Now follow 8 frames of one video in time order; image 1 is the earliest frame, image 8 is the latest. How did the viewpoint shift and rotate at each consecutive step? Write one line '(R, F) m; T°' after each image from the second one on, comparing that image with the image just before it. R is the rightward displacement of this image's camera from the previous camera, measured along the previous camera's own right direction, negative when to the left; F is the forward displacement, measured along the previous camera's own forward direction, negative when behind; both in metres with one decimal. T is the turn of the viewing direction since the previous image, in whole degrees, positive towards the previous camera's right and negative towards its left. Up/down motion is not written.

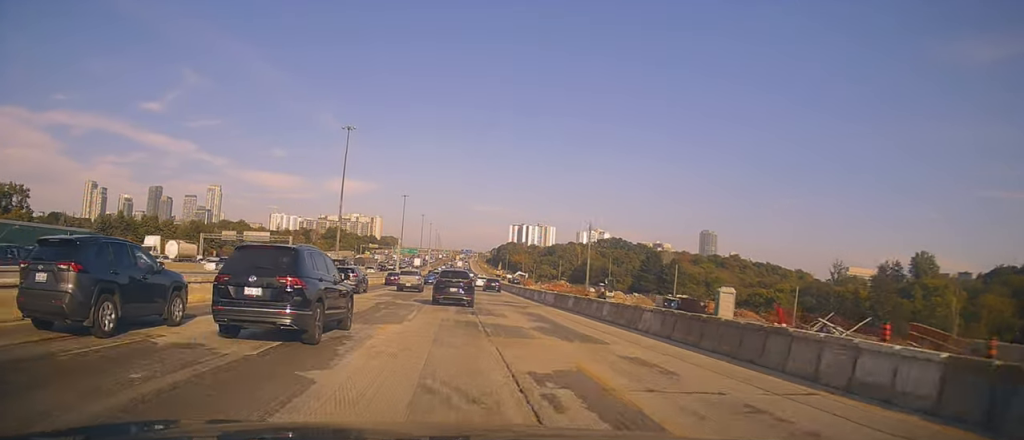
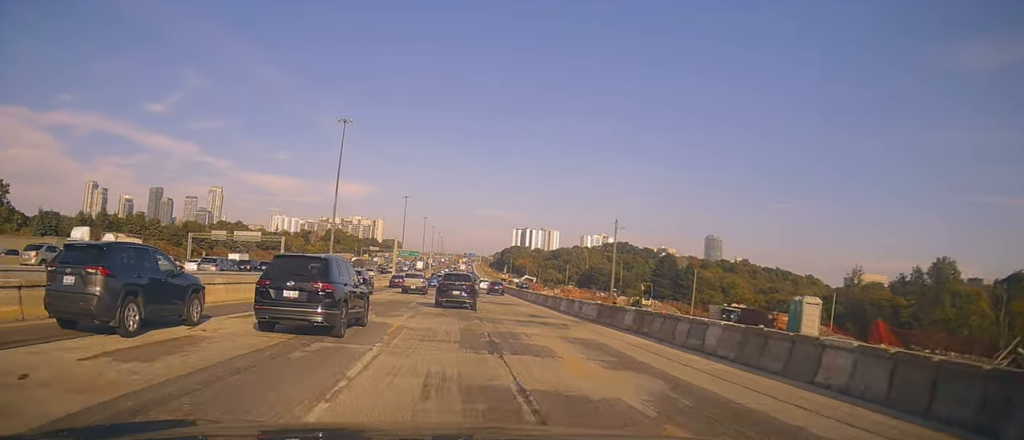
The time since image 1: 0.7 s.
(0.0, +9.7) m; 0°
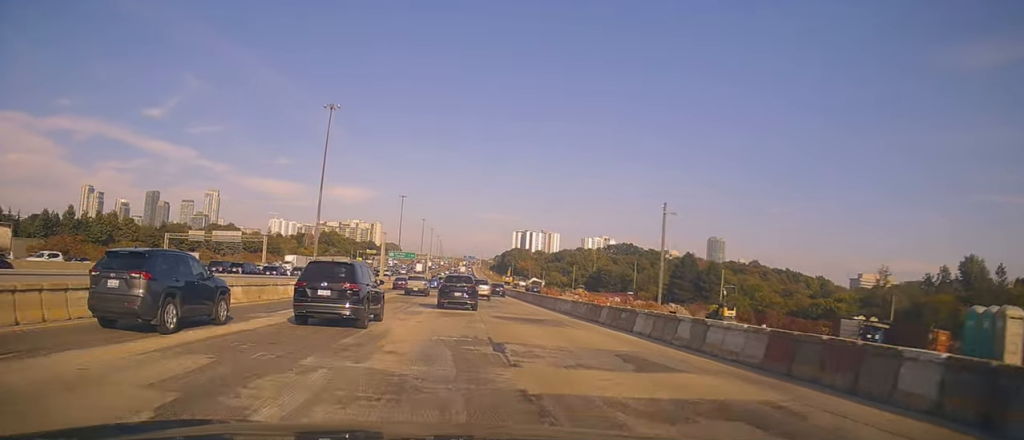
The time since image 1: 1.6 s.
(0.0, +13.9) m; 0°
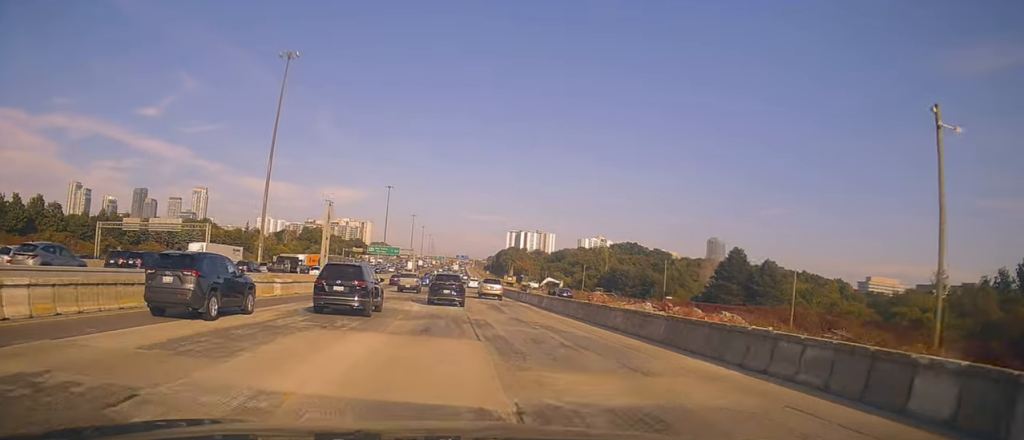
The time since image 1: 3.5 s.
(+0.1, +28.8) m; +1°
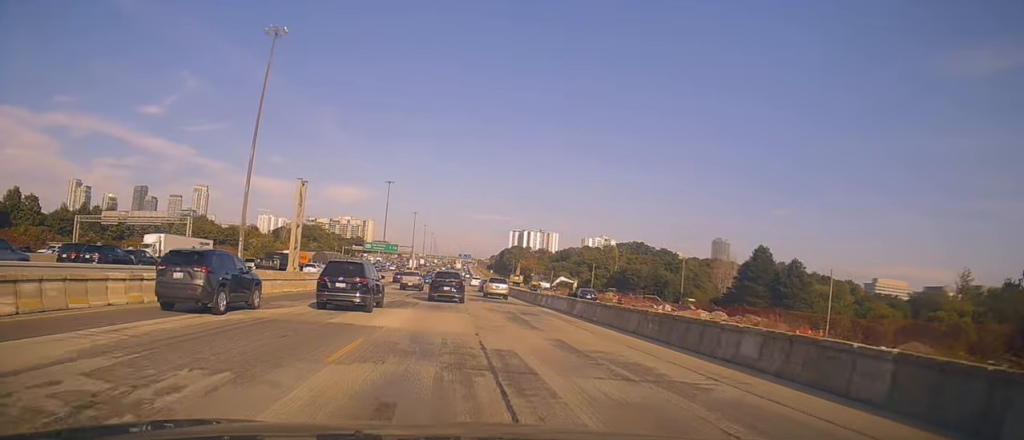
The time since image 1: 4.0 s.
(-0.1, +9.0) m; +1°
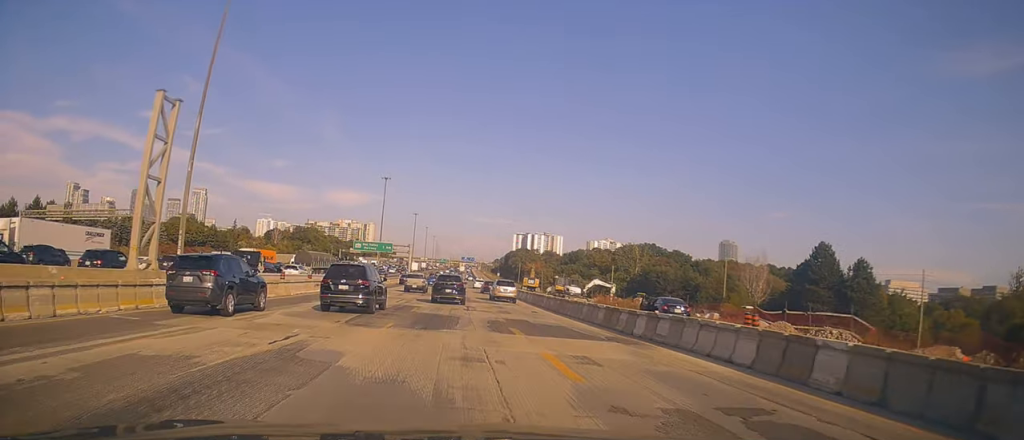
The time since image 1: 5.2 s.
(+0.5, +18.9) m; 0°
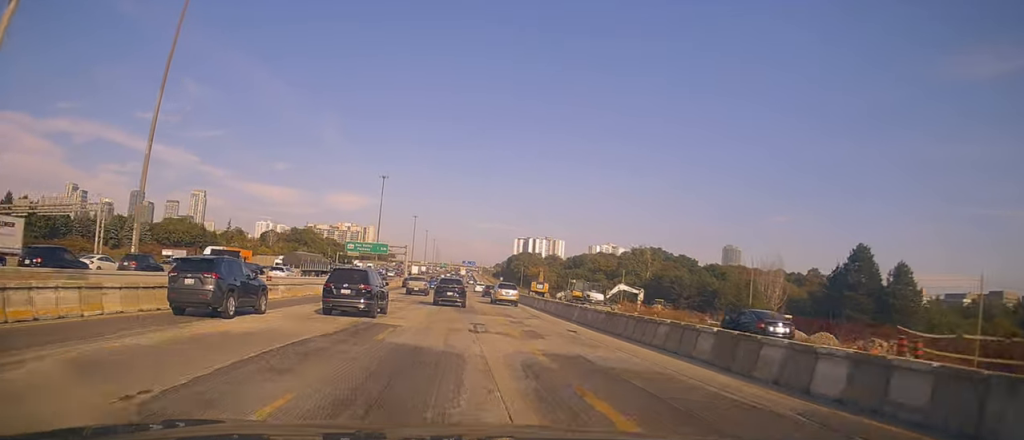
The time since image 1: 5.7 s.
(-0.3, +9.7) m; -1°
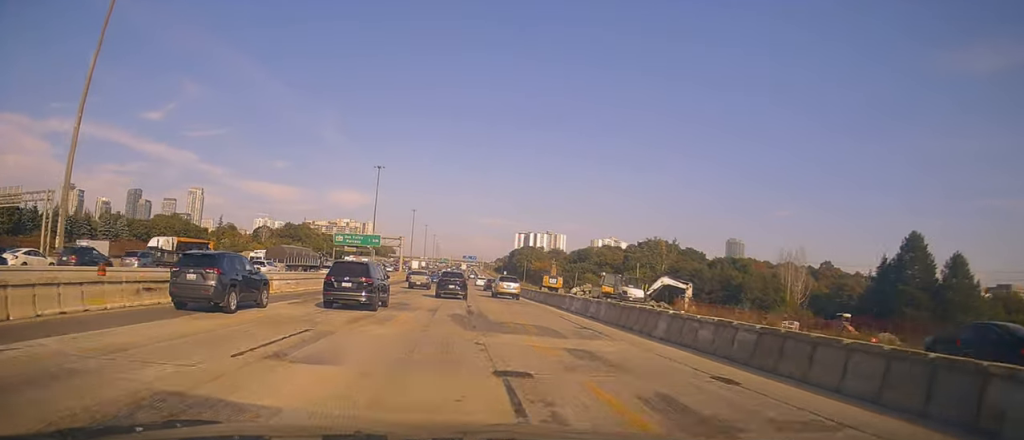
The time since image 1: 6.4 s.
(-0.1, +11.7) m; 0°
